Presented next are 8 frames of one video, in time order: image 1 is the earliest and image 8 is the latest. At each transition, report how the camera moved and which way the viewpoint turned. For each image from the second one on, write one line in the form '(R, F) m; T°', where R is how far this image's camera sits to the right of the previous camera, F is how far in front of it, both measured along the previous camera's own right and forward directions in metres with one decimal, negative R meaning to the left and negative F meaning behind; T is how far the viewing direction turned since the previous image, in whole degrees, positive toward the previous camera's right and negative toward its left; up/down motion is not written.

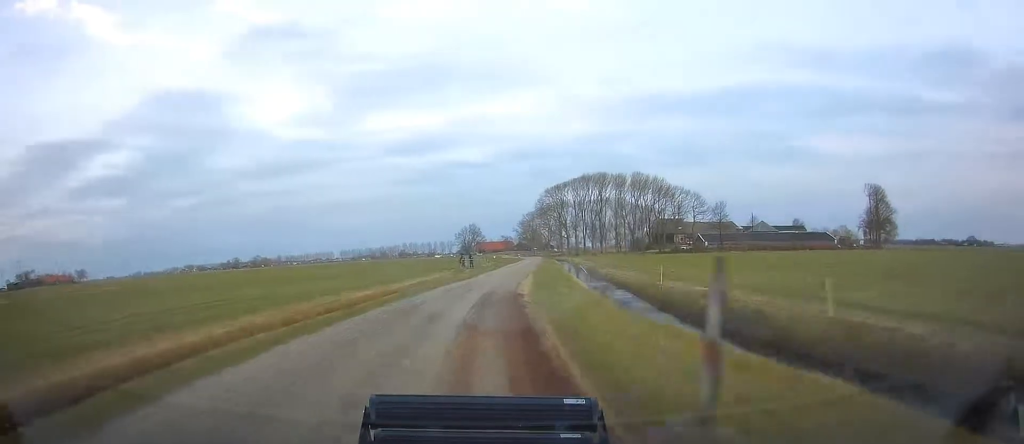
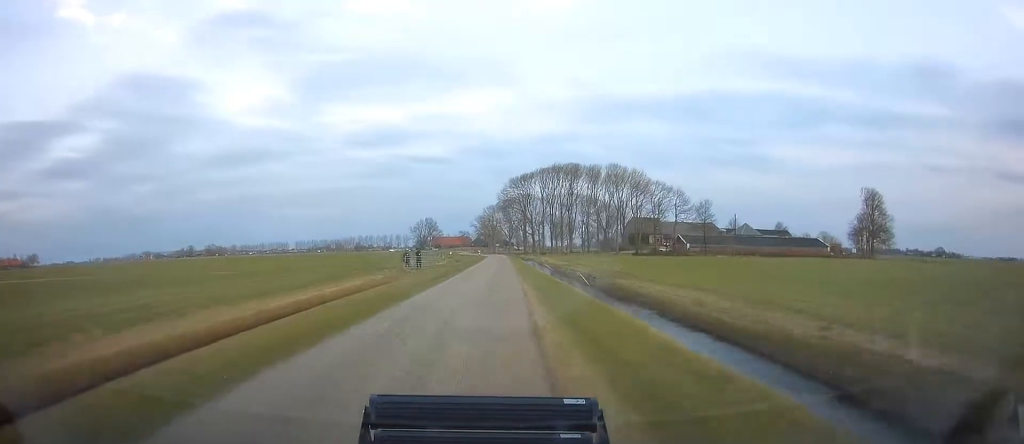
(+0.7, +18.8) m; +4°
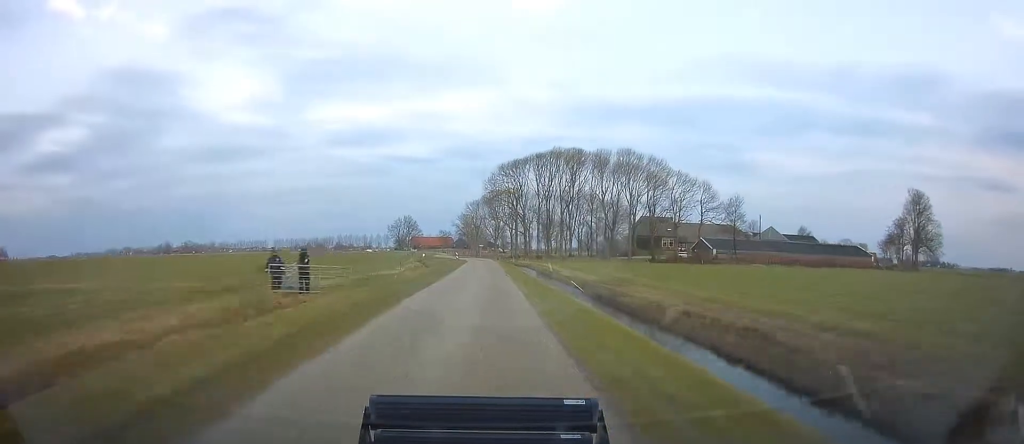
(+1.1, +28.4) m; +3°
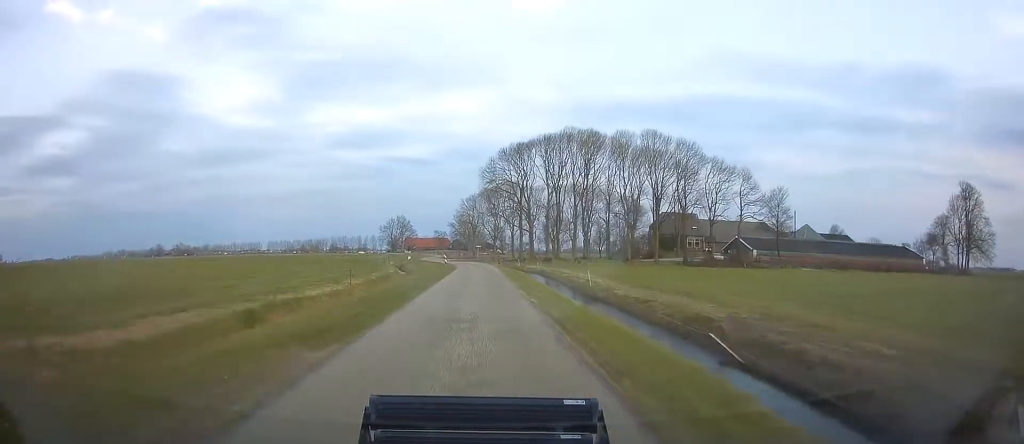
(+0.3, +21.6) m; 0°
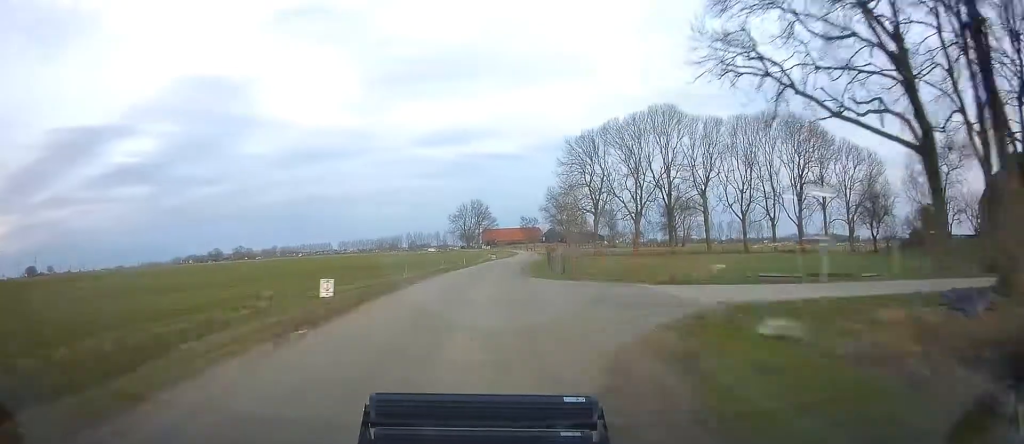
(-5.1, +88.3) m; -6°
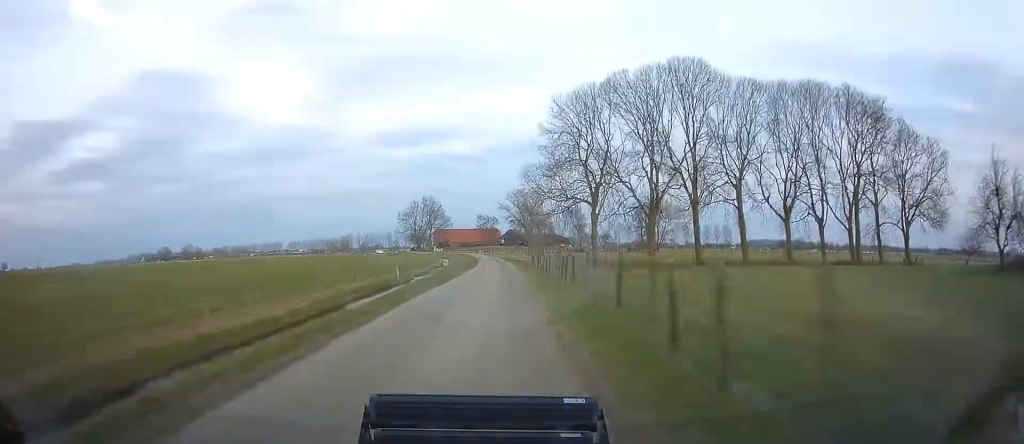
(-0.3, +25.1) m; +1°
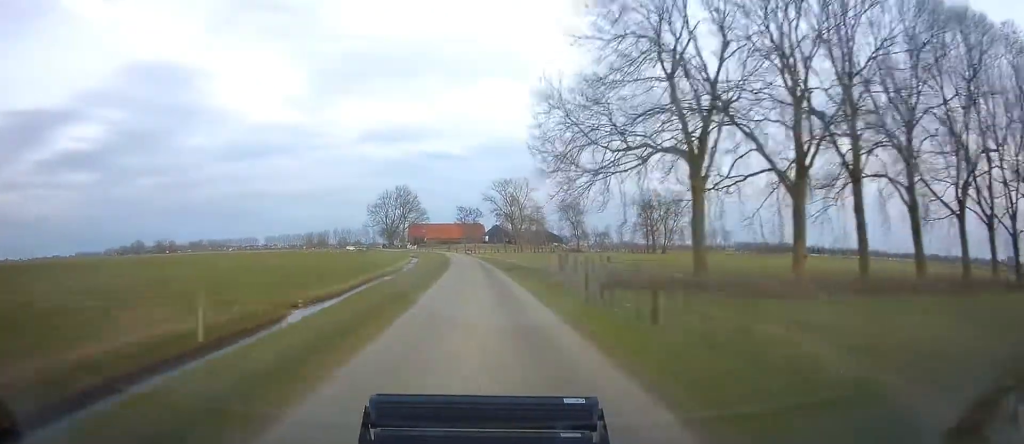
(+1.0, +32.8) m; +2°
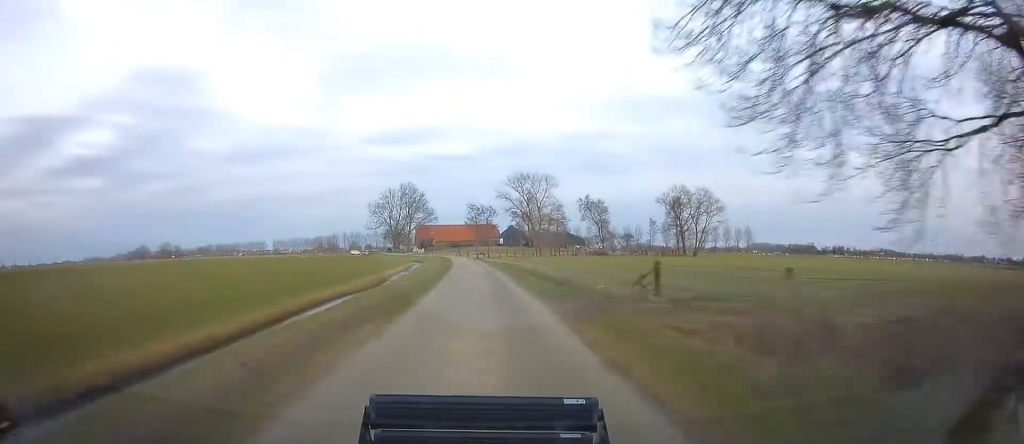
(+0.1, +20.4) m; 0°
